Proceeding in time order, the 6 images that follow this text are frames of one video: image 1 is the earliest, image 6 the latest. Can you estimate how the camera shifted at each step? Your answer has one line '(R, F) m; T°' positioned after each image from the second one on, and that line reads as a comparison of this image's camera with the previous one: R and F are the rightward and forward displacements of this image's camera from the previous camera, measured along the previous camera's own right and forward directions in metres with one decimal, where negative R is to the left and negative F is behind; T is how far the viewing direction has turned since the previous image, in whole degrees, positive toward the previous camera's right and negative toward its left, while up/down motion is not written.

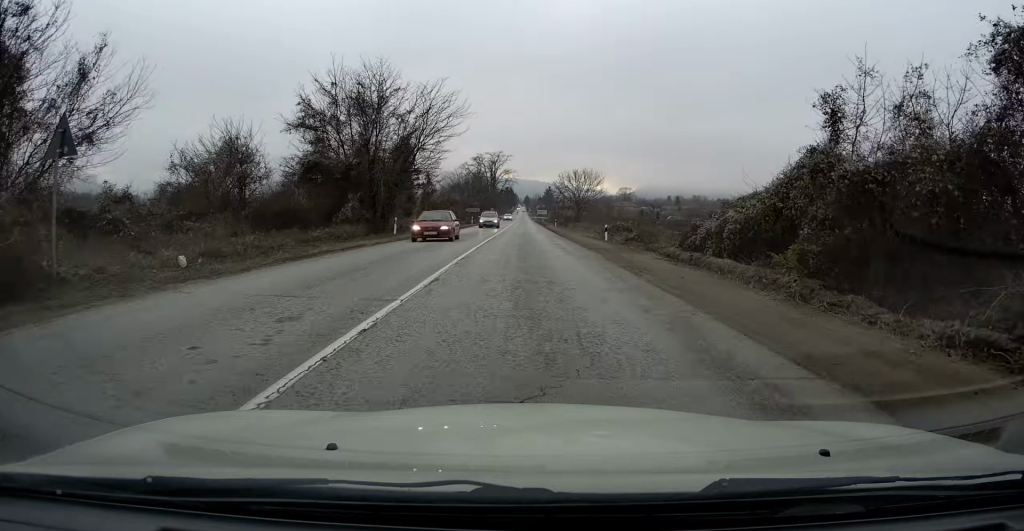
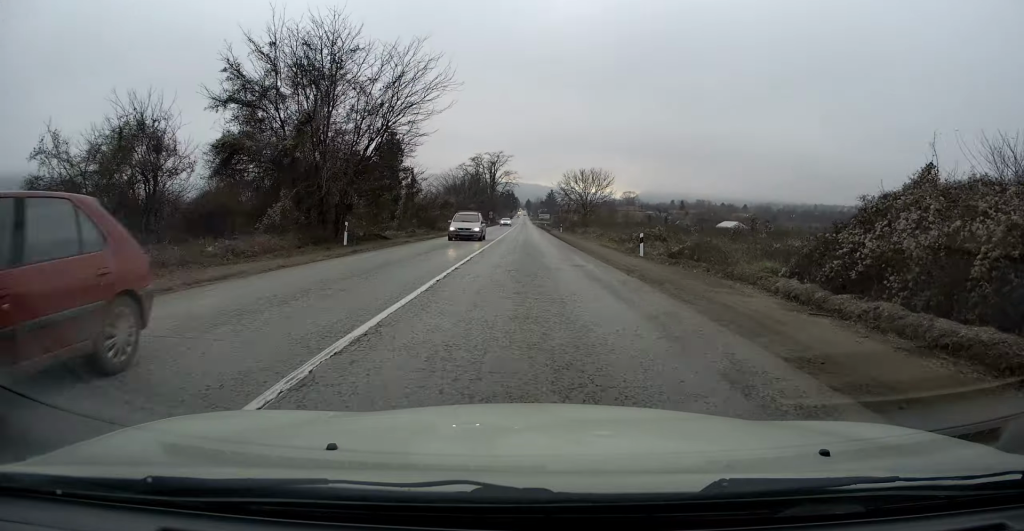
(0.0, +10.1) m; 0°
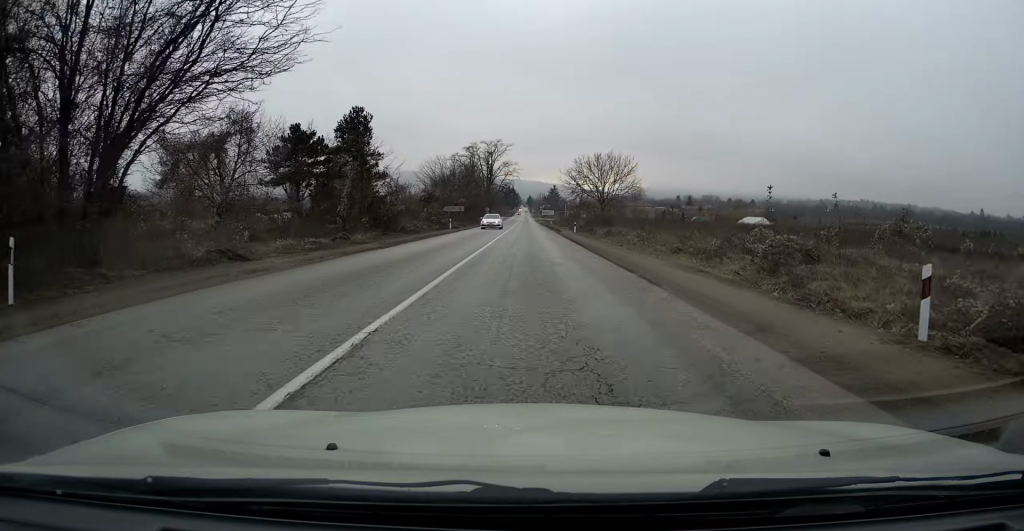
(+0.2, +17.6) m; +1°
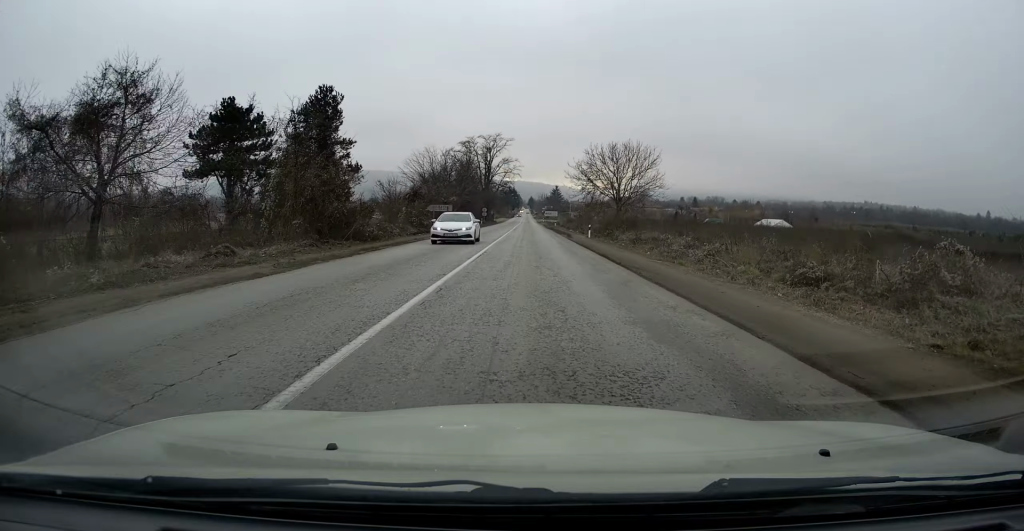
(0.0, +11.5) m; 0°
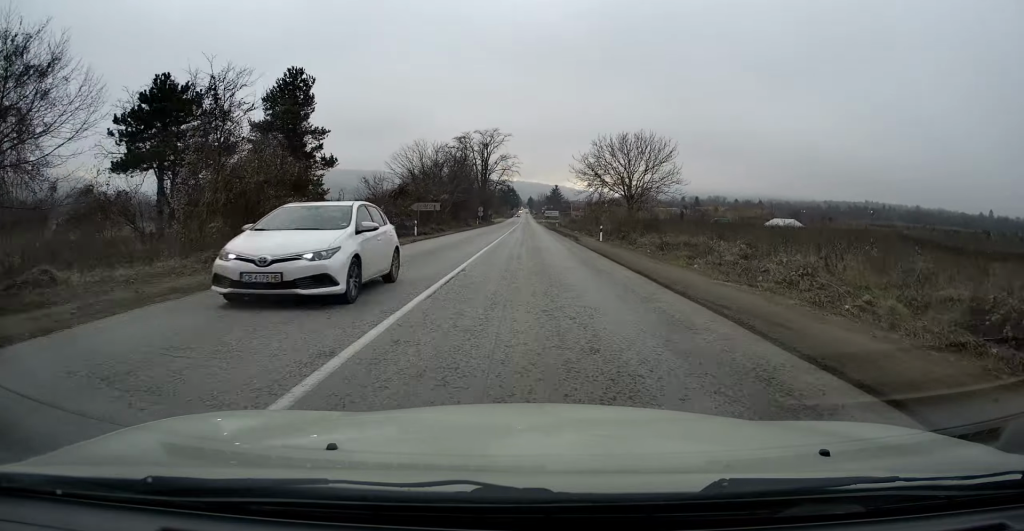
(0.0, +7.1) m; 0°
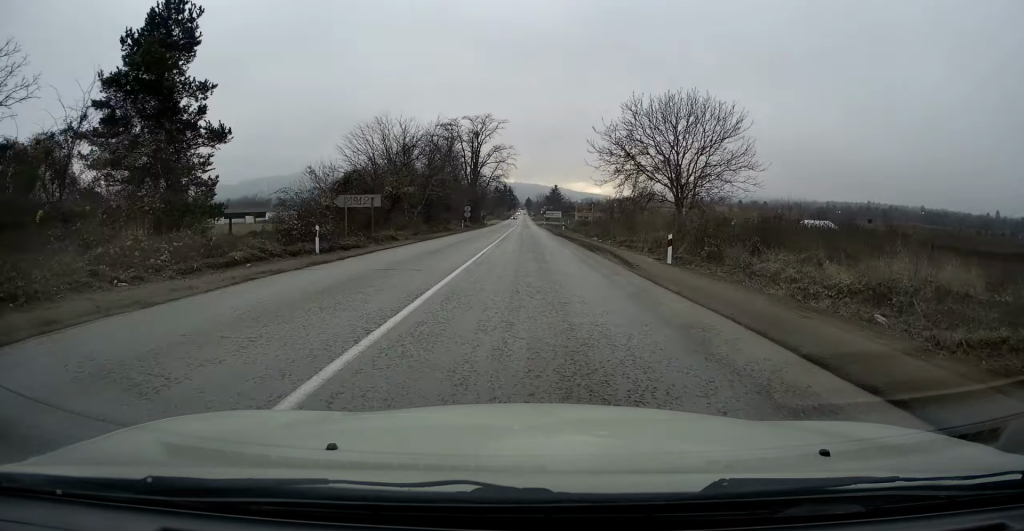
(-0.1, +18.1) m; 0°
